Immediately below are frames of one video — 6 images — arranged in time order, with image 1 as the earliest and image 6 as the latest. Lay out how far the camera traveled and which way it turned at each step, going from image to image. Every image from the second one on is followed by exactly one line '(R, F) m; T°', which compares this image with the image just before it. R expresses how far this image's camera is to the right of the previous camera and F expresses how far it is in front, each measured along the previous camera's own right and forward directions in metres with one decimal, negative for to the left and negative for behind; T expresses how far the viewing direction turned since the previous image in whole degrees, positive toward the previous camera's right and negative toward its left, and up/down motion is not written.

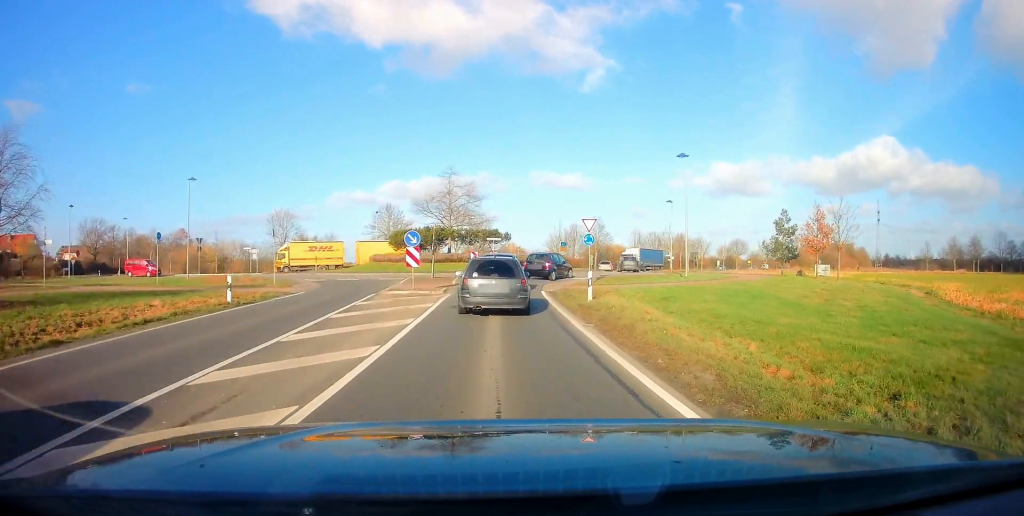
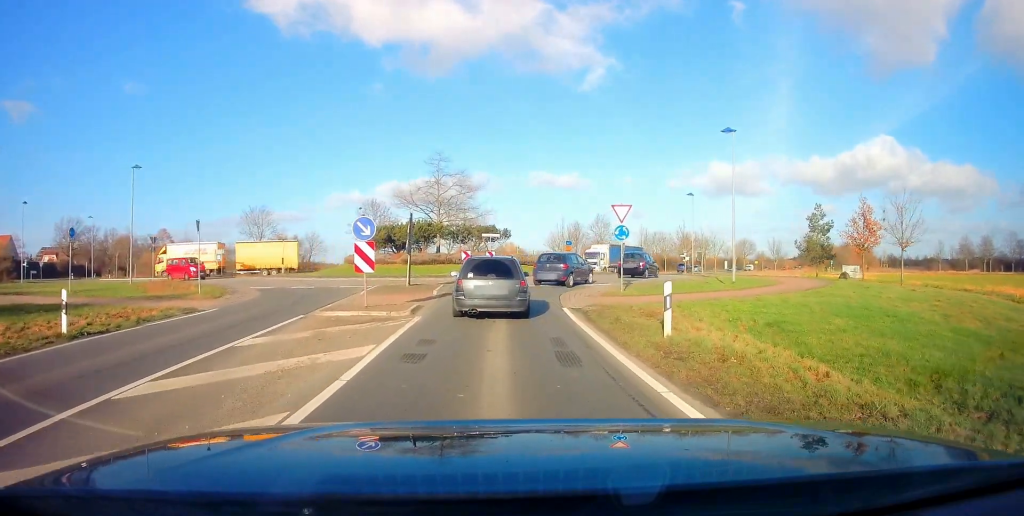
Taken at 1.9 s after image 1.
(0.0, +8.0) m; +1°
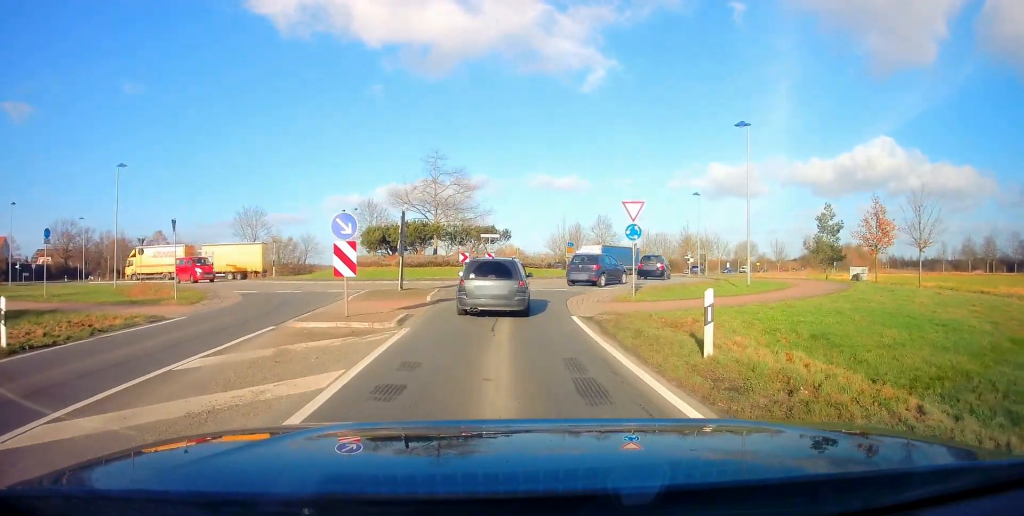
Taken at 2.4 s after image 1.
(-0.1, +1.8) m; 0°
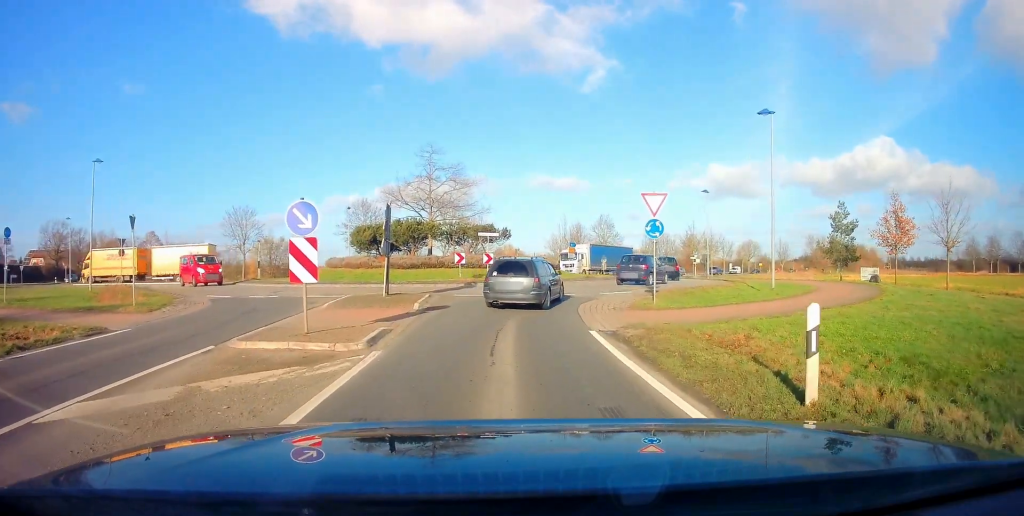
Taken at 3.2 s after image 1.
(-0.1, +2.7) m; 0°
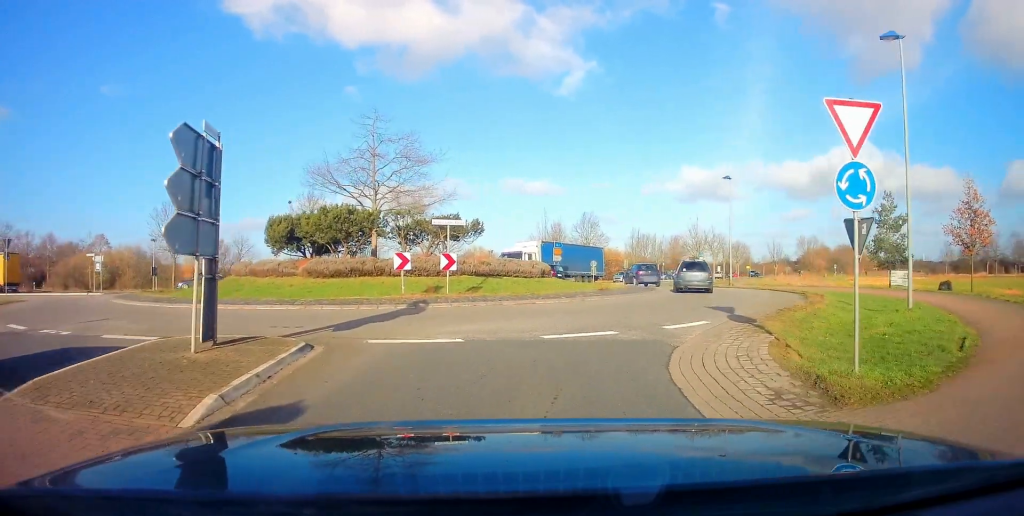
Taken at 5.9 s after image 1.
(+0.2, +10.8) m; +6°
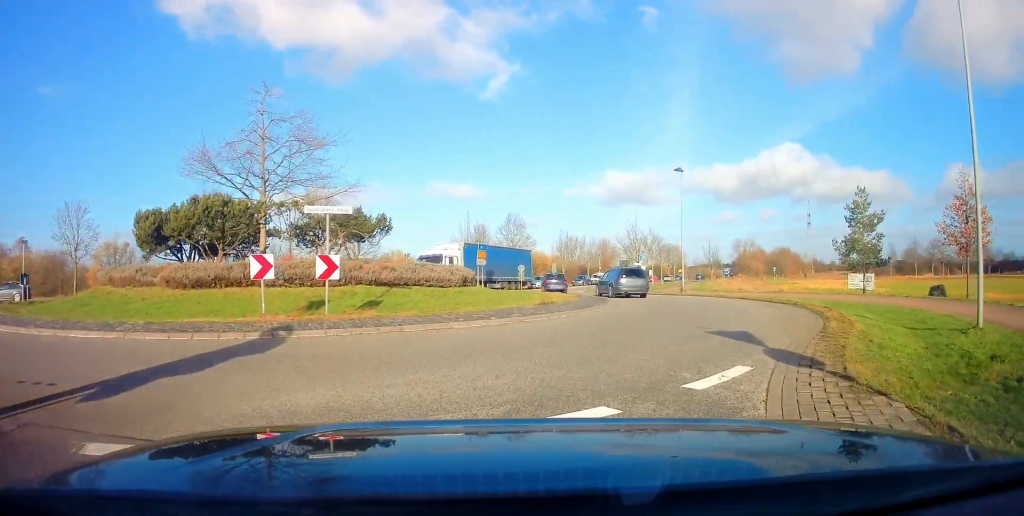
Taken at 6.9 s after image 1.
(+0.2, +5.3) m; +9°
